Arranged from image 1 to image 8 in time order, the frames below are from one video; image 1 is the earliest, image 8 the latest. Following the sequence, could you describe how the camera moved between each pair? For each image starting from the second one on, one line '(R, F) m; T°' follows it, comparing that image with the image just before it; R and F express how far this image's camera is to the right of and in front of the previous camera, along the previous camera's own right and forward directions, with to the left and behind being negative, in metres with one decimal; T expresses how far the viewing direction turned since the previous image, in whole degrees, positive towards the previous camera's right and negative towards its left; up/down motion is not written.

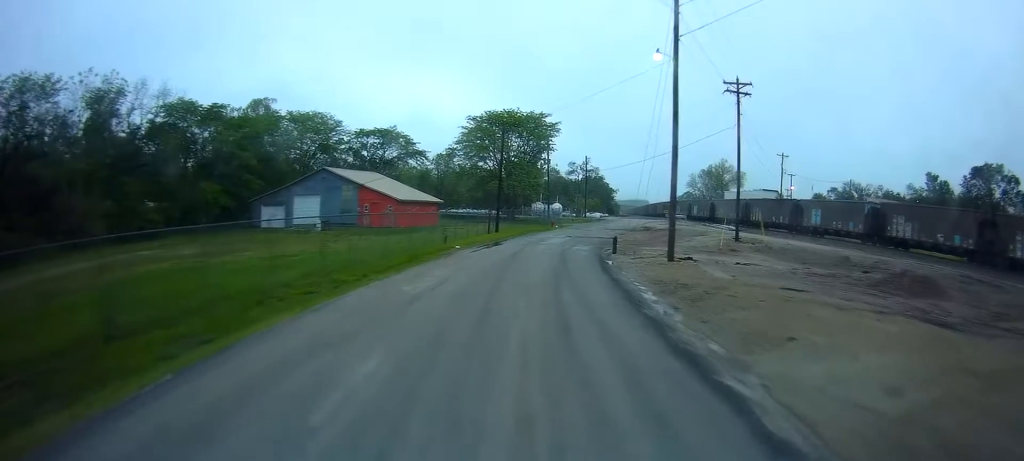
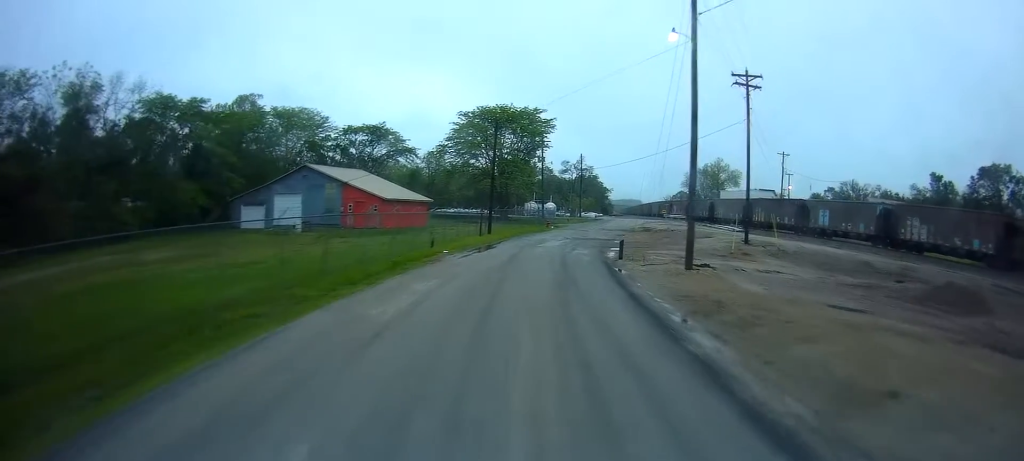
(+0.1, +3.6) m; +1°
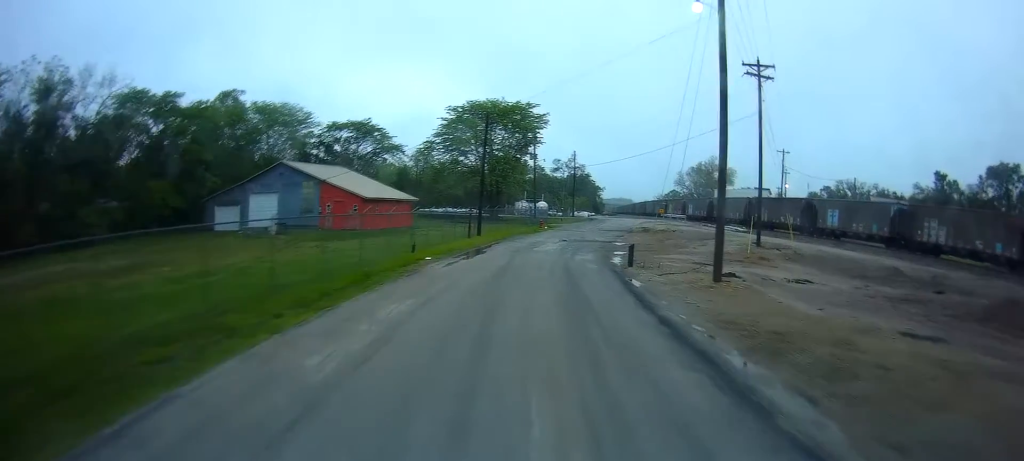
(0.0, +4.0) m; 0°
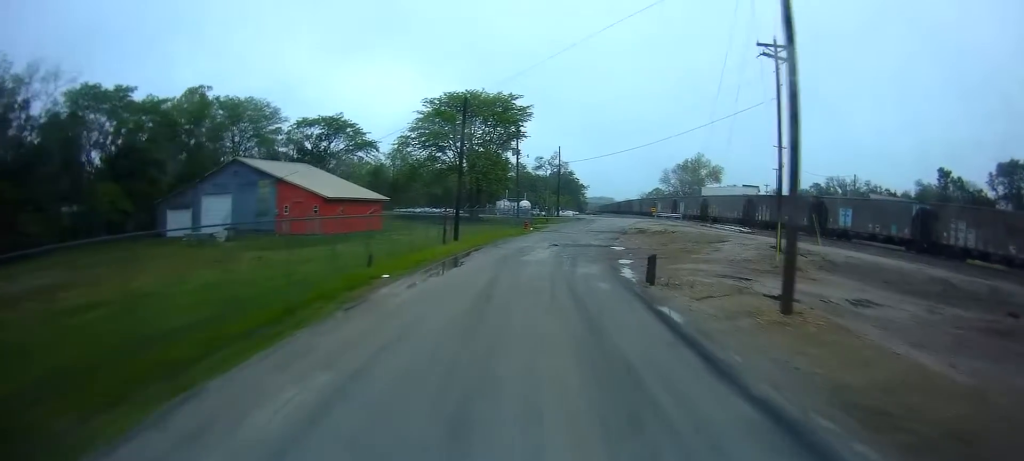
(0.0, +6.2) m; -1°
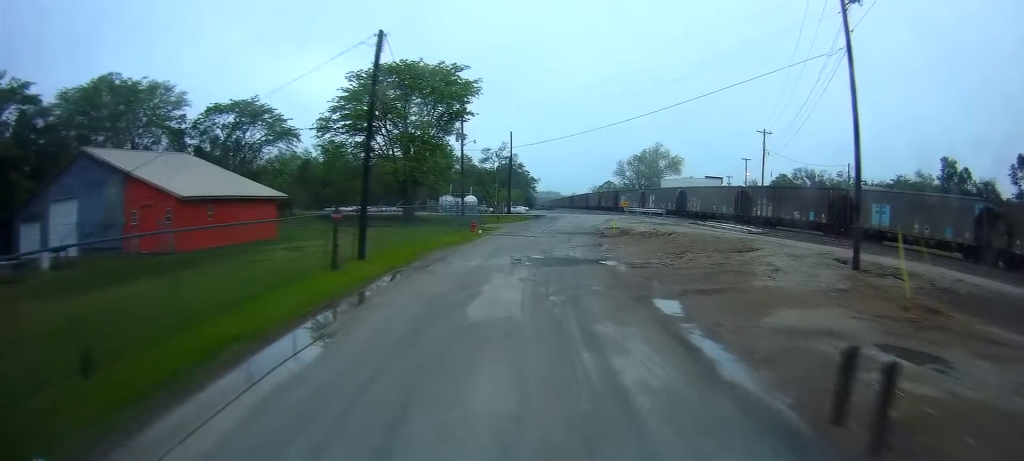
(+0.7, +14.0) m; +8°
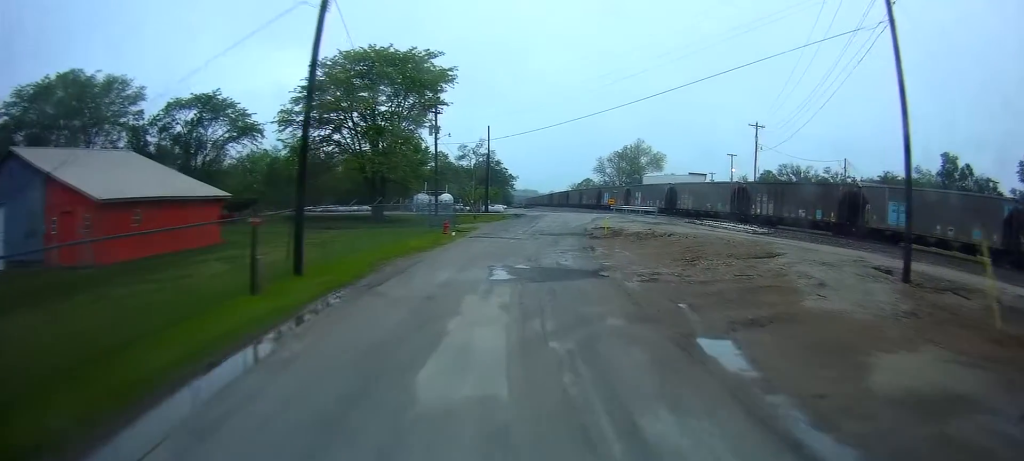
(0.0, +5.2) m; 0°
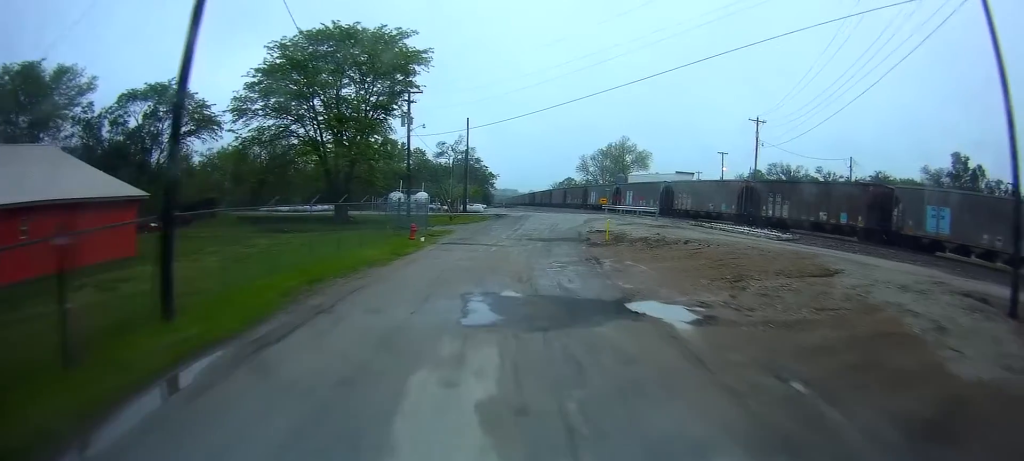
(-0.1, +7.0) m; +2°
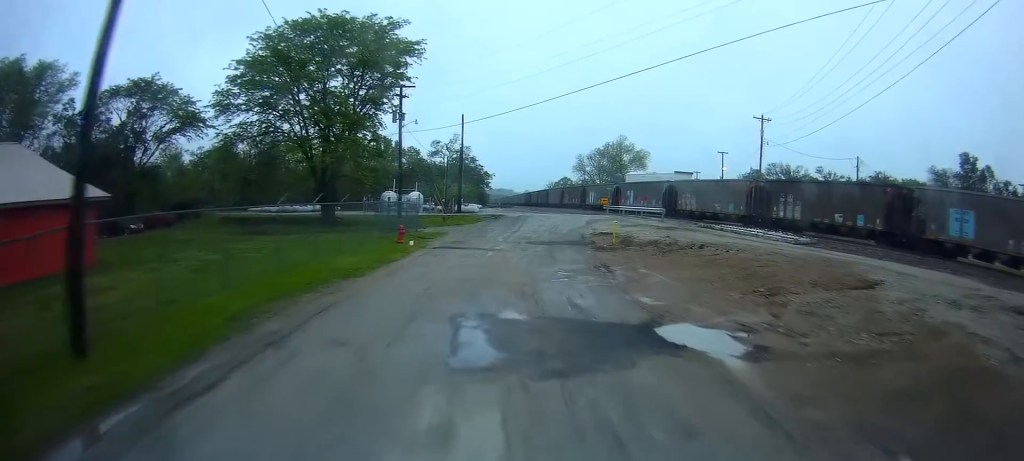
(0.0, +3.0) m; +2°
